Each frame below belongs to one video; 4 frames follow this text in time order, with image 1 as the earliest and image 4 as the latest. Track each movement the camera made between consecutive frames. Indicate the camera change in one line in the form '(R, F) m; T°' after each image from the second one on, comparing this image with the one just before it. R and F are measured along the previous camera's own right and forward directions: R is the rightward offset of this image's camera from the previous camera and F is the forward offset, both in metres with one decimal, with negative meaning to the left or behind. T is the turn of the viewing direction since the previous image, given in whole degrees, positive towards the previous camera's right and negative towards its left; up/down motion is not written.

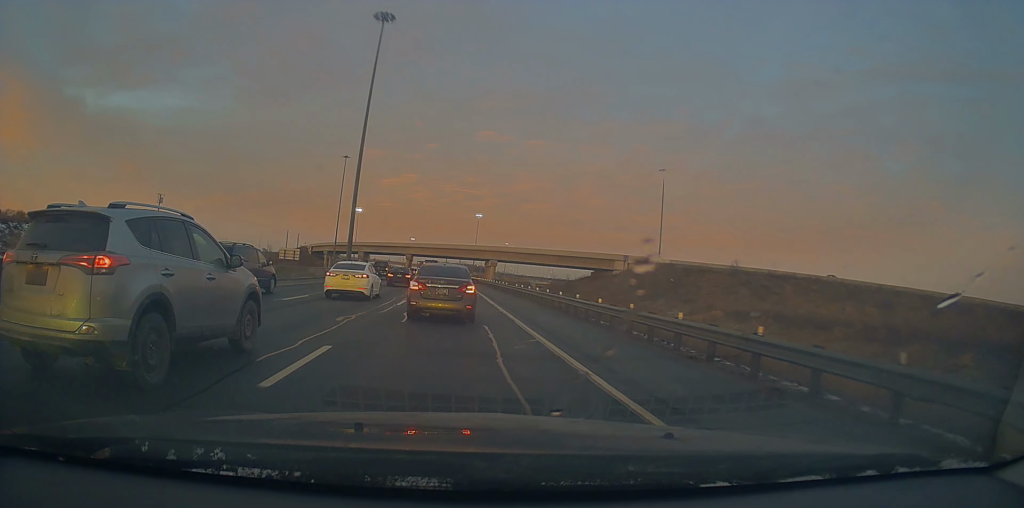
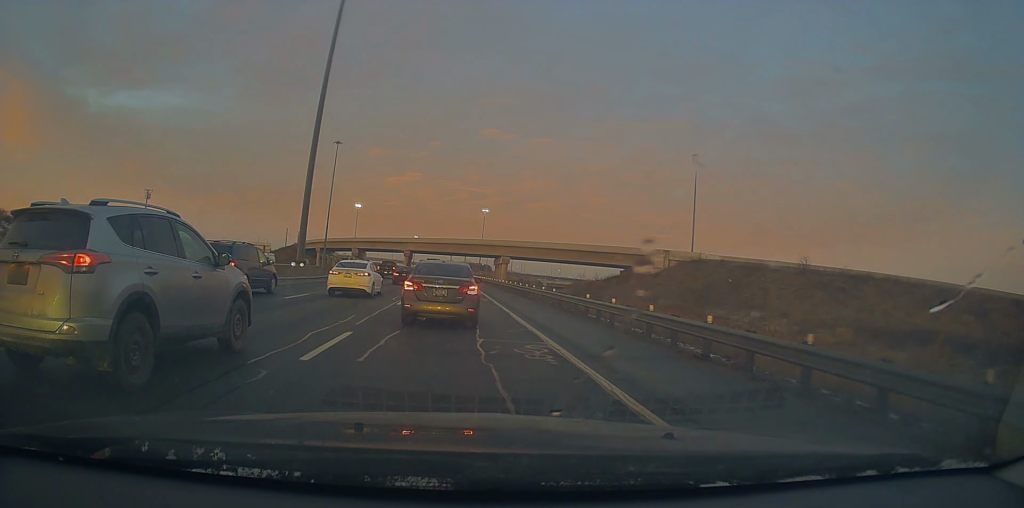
(+0.8, +25.1) m; +3°
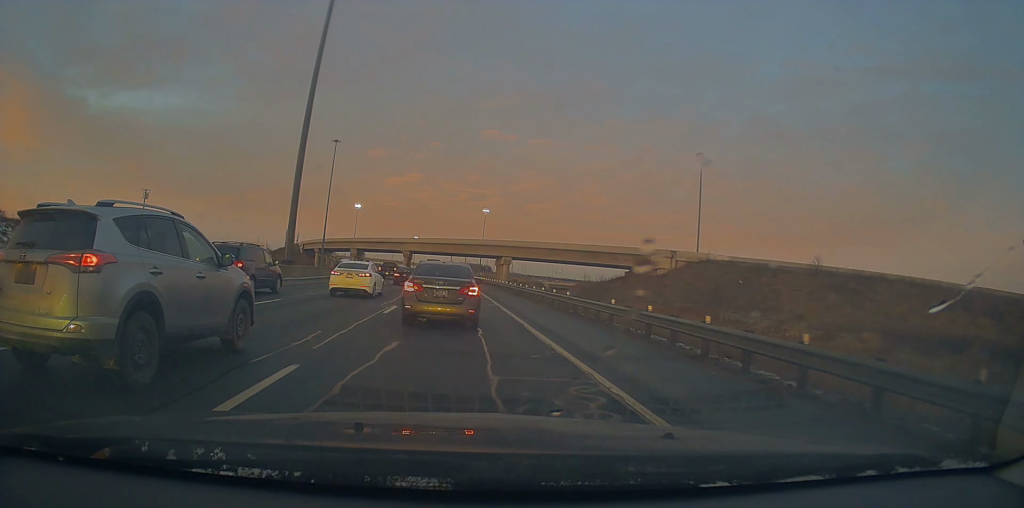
(-0.1, +3.8) m; -3°
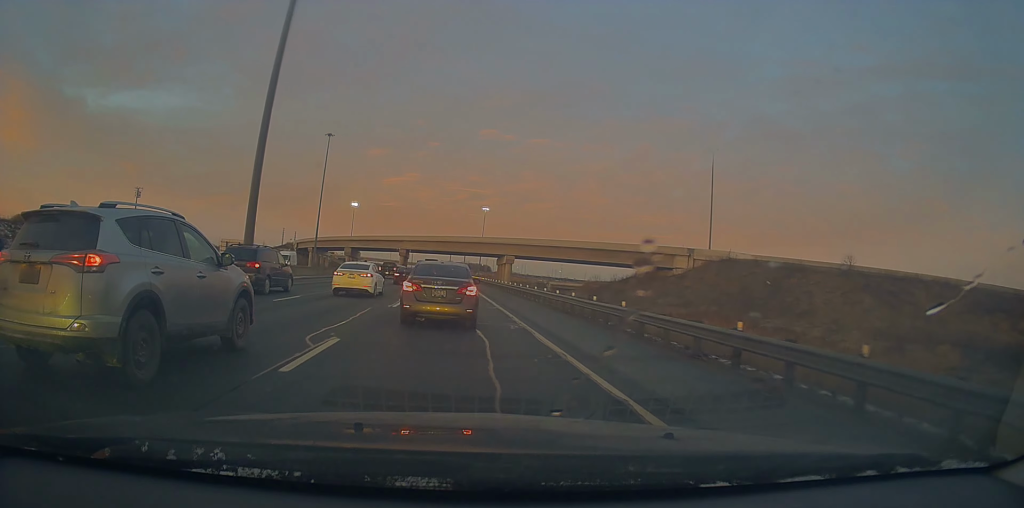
(-0.3, +9.2) m; 0°
